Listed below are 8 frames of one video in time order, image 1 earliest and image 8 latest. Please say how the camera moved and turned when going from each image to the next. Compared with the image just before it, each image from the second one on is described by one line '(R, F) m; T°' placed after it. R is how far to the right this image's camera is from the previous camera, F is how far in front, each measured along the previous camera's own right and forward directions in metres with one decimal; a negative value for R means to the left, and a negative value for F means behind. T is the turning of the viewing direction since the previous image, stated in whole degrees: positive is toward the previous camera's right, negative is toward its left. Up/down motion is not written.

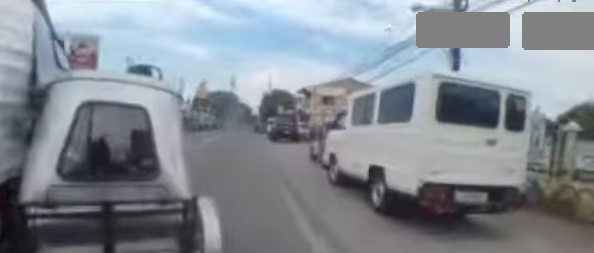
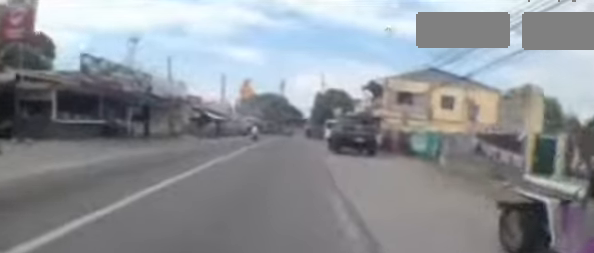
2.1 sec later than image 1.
(+0.2, +7.9) m; +3°
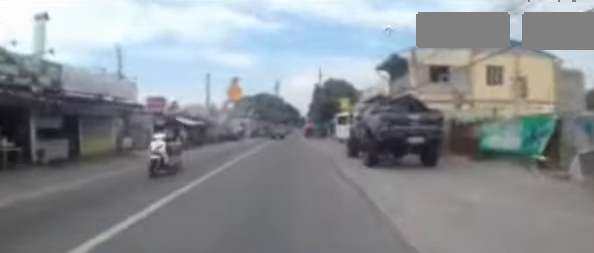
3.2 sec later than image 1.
(-0.1, +6.3) m; -1°
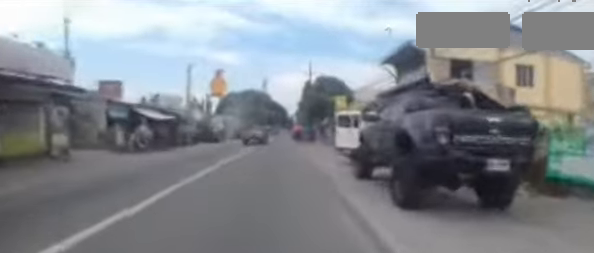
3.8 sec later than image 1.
(0.0, +3.8) m; 0°
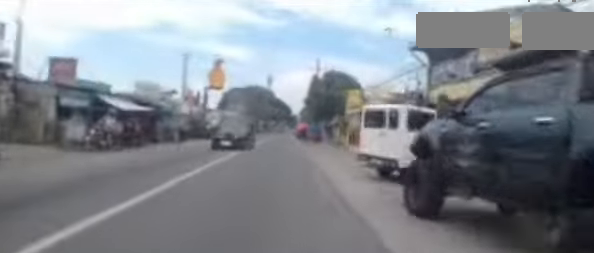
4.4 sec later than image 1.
(0.0, +4.0) m; +1°
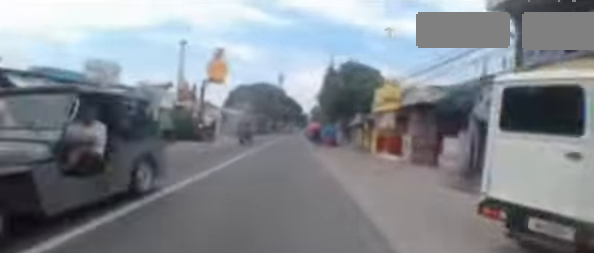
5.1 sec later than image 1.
(0.0, +5.4) m; 0°
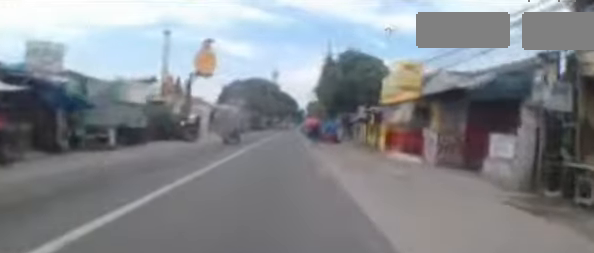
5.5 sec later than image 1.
(+0.1, +3.4) m; -1°
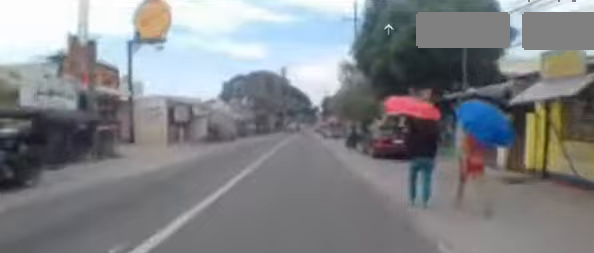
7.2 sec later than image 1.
(-0.4, +15.1) m; 0°
